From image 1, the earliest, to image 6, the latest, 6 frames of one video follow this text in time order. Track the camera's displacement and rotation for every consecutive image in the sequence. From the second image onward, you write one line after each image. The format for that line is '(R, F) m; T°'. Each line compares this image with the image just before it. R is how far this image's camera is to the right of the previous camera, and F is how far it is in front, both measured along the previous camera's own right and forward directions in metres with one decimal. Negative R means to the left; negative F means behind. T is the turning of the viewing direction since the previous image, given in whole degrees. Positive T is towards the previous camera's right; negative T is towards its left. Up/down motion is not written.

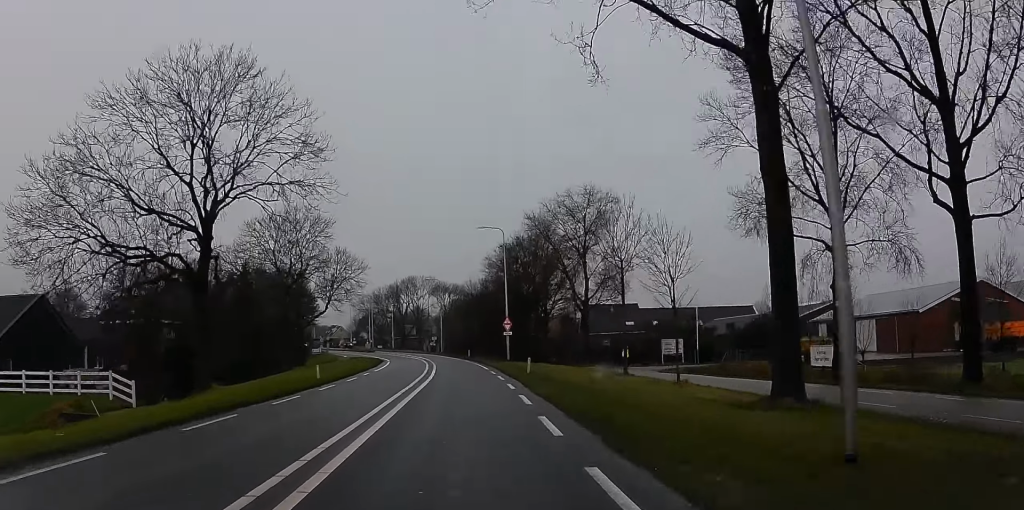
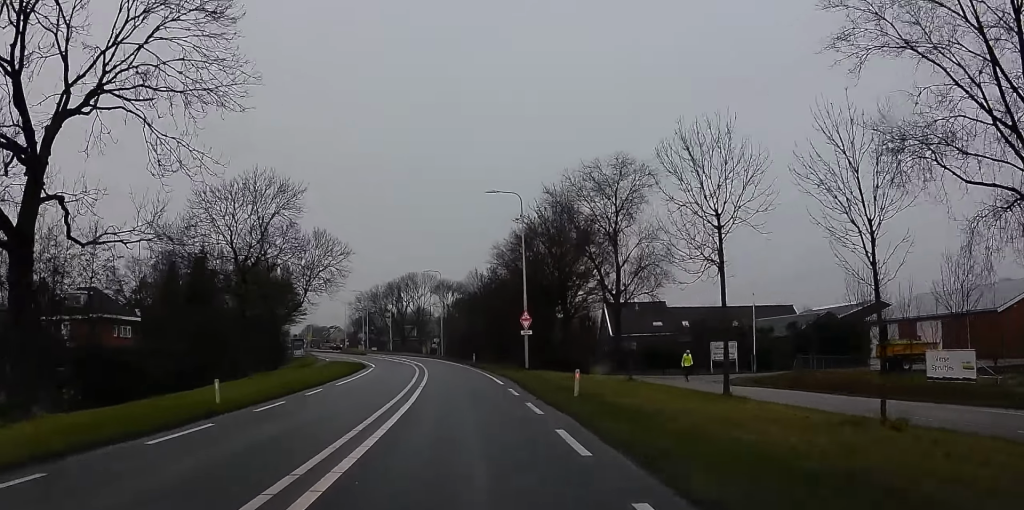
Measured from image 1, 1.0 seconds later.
(-0.3, +14.5) m; 0°
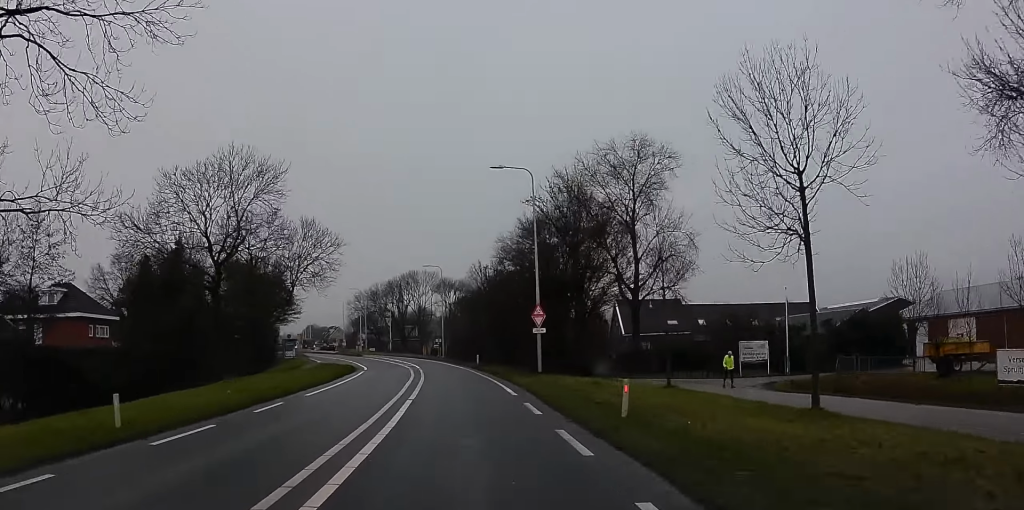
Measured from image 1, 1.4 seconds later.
(0.0, +6.0) m; +1°
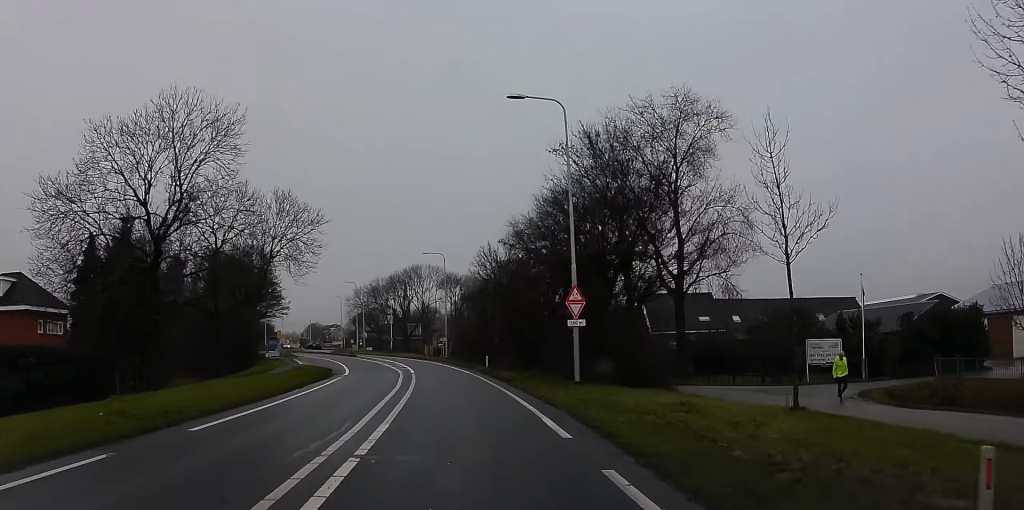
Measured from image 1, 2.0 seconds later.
(+0.3, +9.9) m; 0°
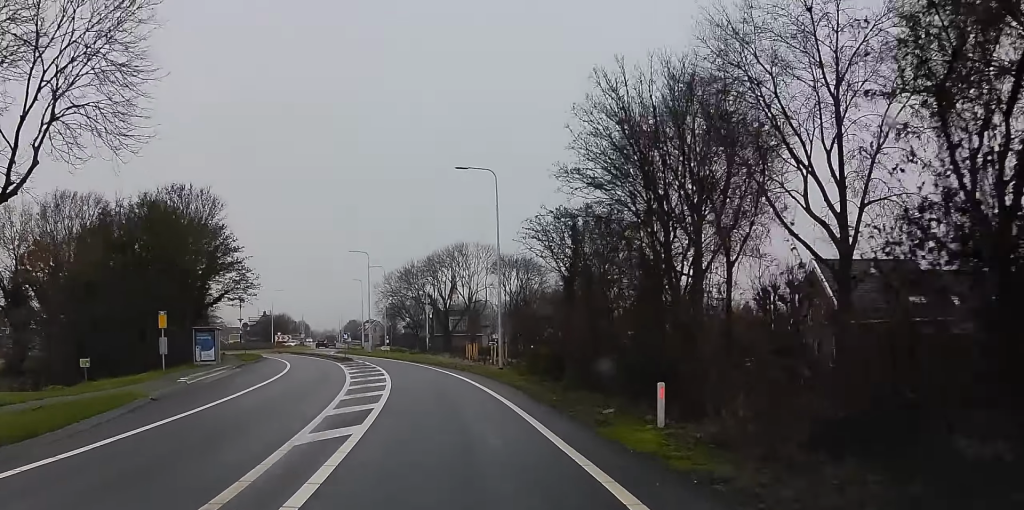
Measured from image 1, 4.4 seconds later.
(-0.9, +32.7) m; -4°
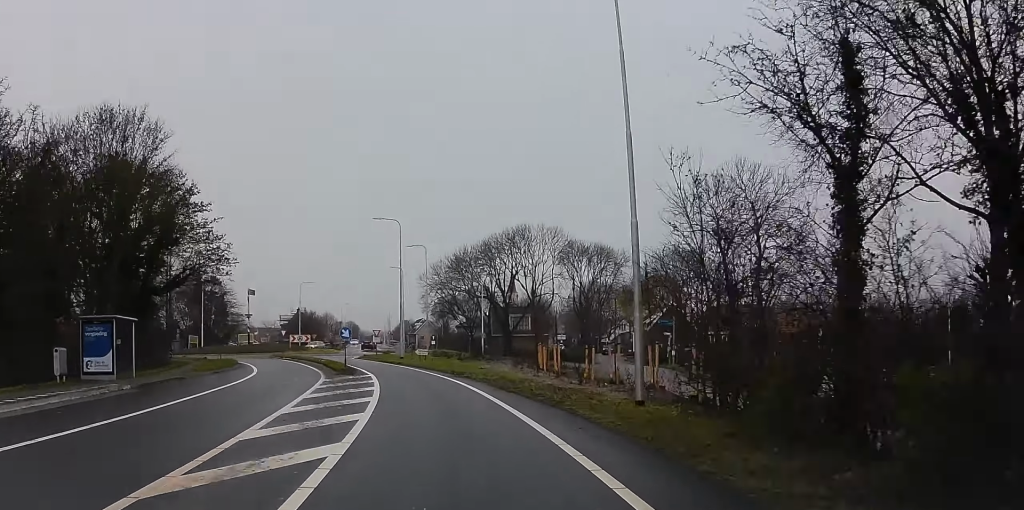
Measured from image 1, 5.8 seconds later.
(-1.0, +19.2) m; -6°
